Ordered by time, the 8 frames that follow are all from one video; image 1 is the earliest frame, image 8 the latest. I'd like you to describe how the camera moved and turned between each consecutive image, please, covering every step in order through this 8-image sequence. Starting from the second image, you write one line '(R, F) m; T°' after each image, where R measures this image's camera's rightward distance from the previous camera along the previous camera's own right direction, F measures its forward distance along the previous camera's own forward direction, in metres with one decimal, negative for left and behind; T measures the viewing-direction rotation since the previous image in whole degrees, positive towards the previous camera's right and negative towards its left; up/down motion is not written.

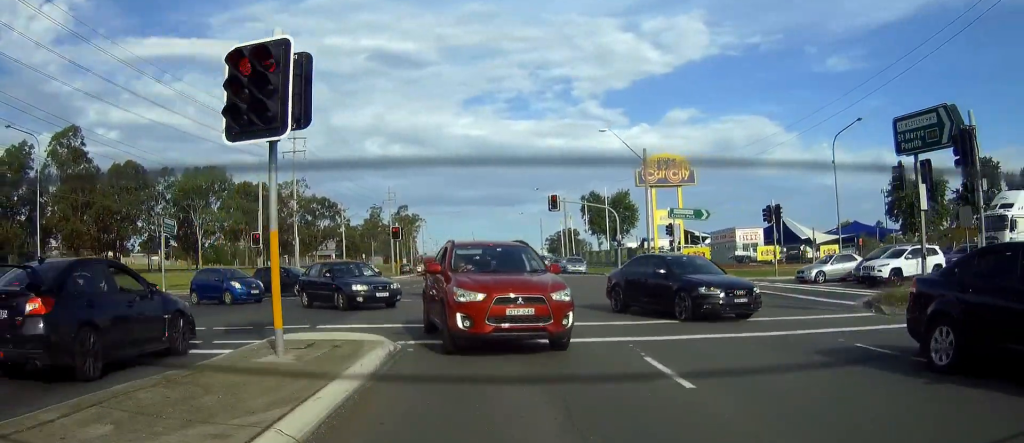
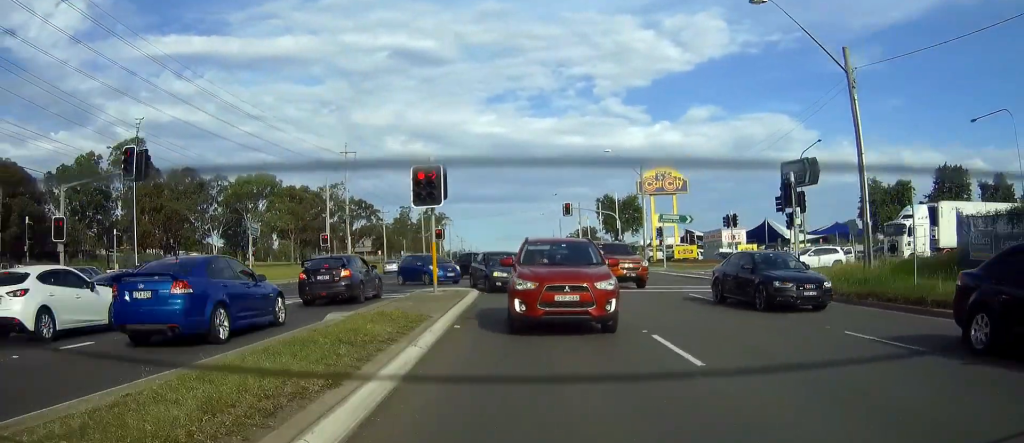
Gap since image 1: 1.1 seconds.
(+0.8, +12.1) m; +3°
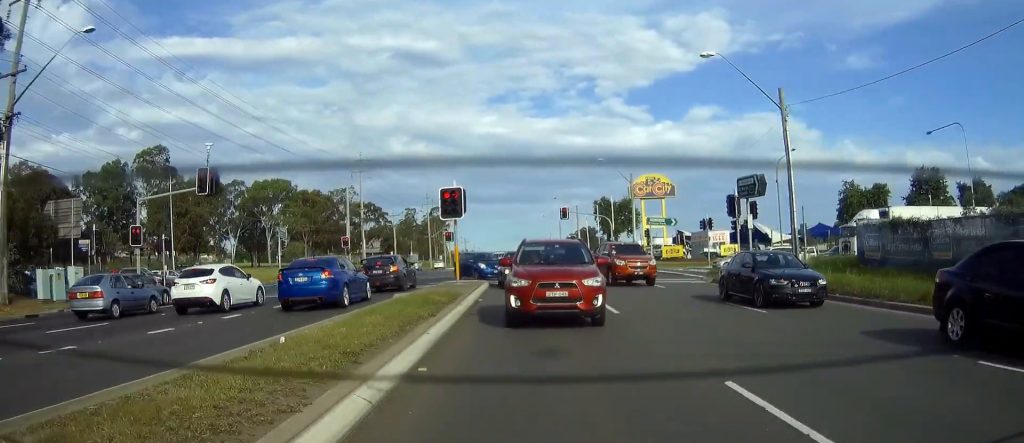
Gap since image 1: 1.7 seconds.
(-0.1, +6.8) m; 0°
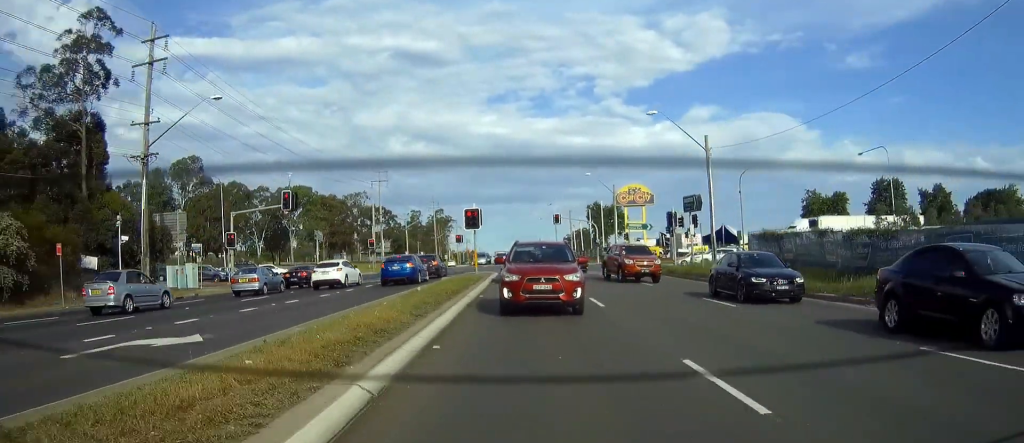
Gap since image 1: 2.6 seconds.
(+0.1, +12.8) m; +1°
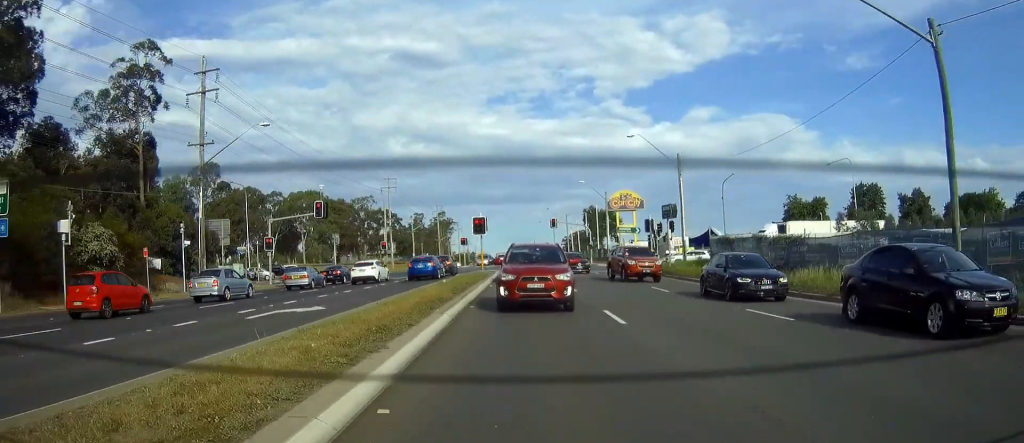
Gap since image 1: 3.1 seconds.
(+0.1, +7.3) m; 0°
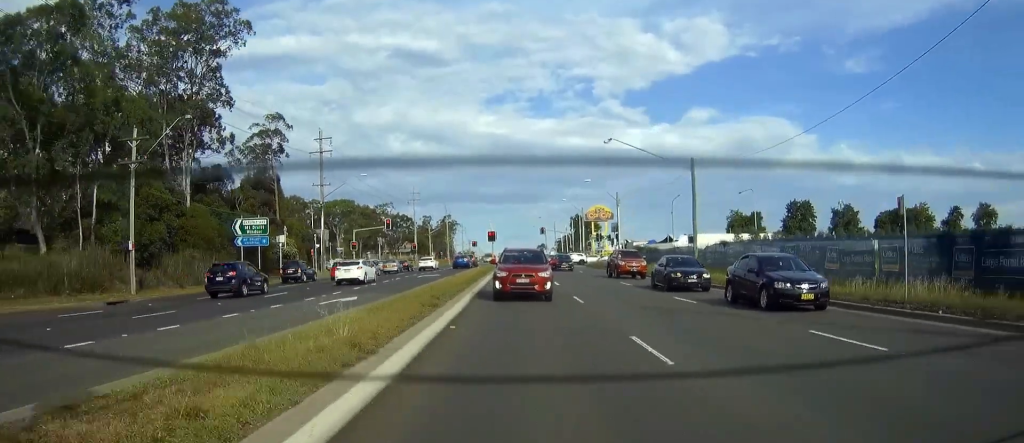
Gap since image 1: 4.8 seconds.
(+0.3, +29.9) m; +1°
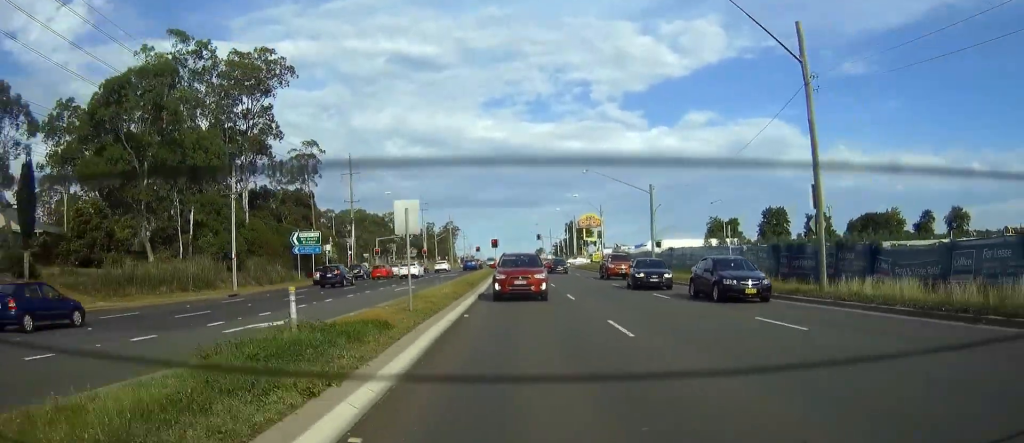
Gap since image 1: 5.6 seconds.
(0.0, +15.2) m; +1°
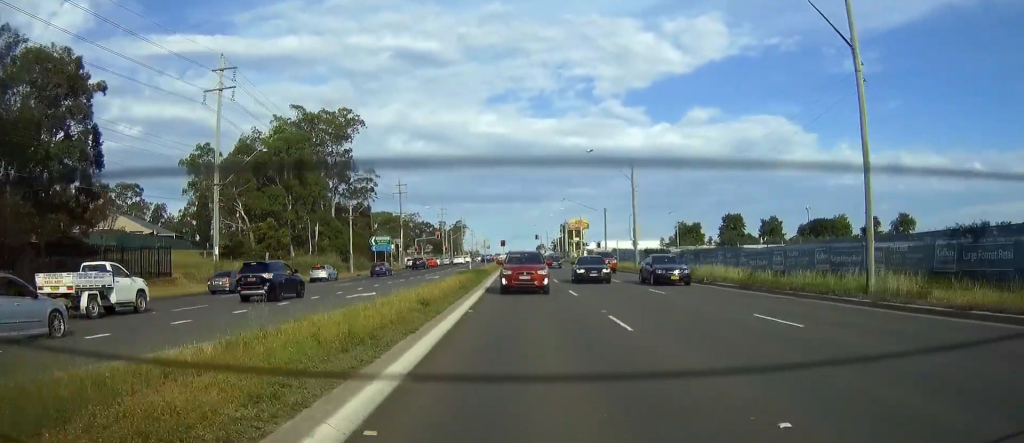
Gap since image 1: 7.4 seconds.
(+0.6, +35.1) m; +1°
